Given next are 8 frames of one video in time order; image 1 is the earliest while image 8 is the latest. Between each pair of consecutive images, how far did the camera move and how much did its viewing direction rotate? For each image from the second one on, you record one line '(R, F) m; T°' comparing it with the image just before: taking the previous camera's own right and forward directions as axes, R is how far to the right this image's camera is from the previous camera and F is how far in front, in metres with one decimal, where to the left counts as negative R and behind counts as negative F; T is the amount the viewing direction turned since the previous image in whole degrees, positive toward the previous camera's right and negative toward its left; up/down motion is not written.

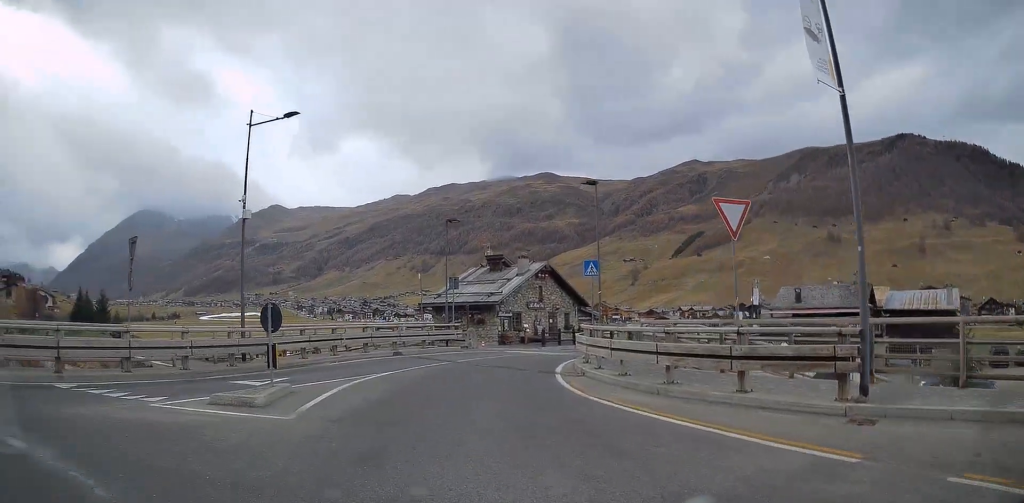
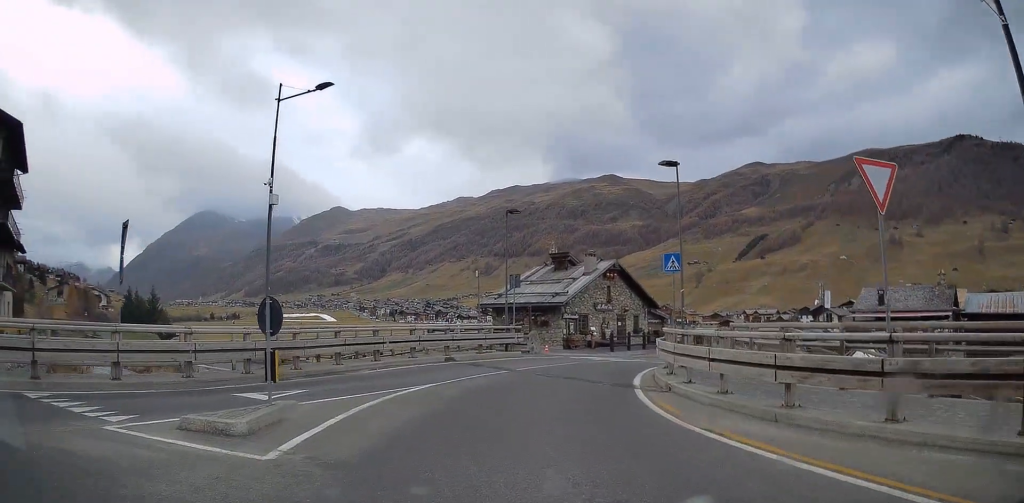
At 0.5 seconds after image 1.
(-0.1, +3.2) m; -4°
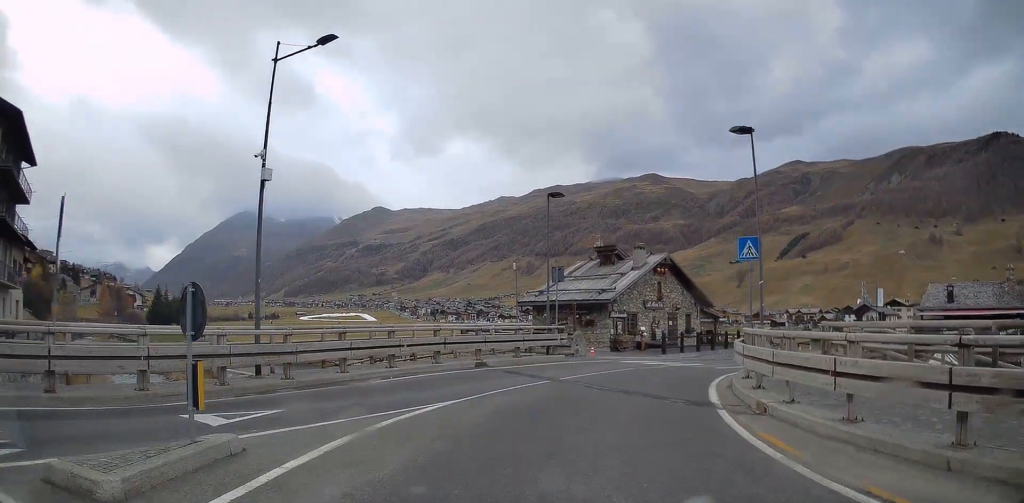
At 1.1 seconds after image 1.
(+0.1, +3.7) m; -3°
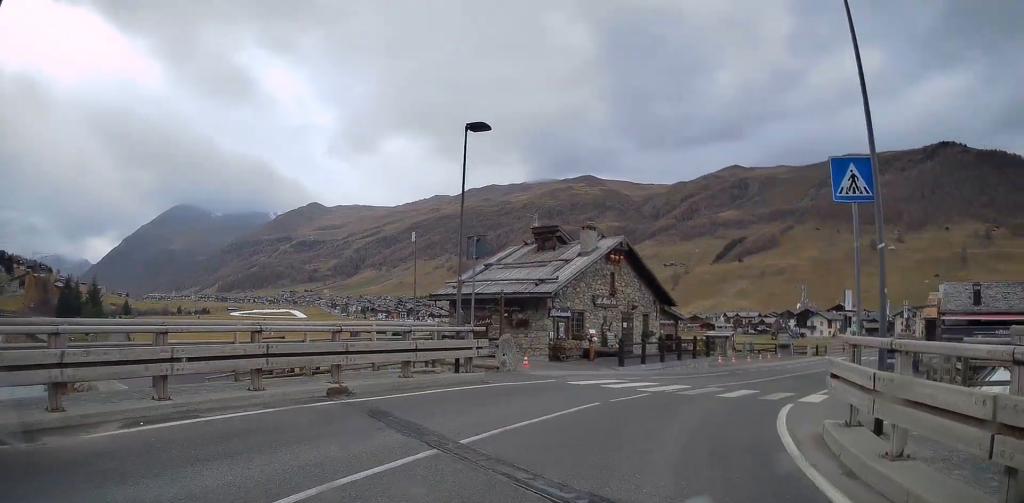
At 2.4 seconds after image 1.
(-0.3, +8.6) m; +3°
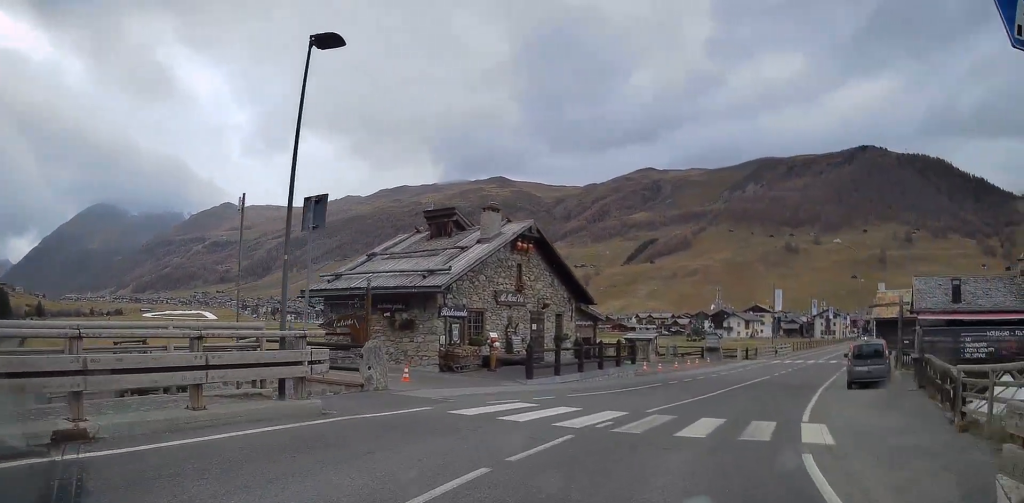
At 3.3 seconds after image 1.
(+0.3, +5.2) m; +8°
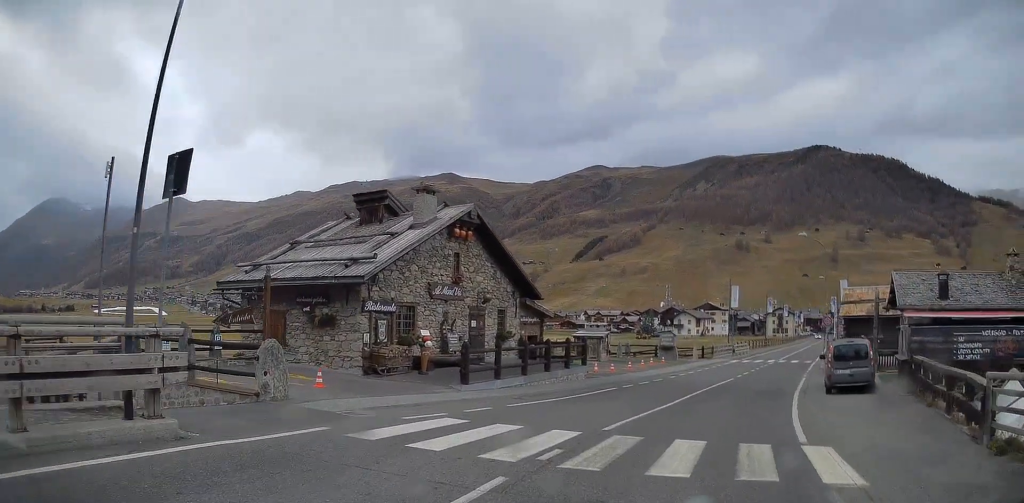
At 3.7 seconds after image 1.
(+0.1, +2.8) m; +5°
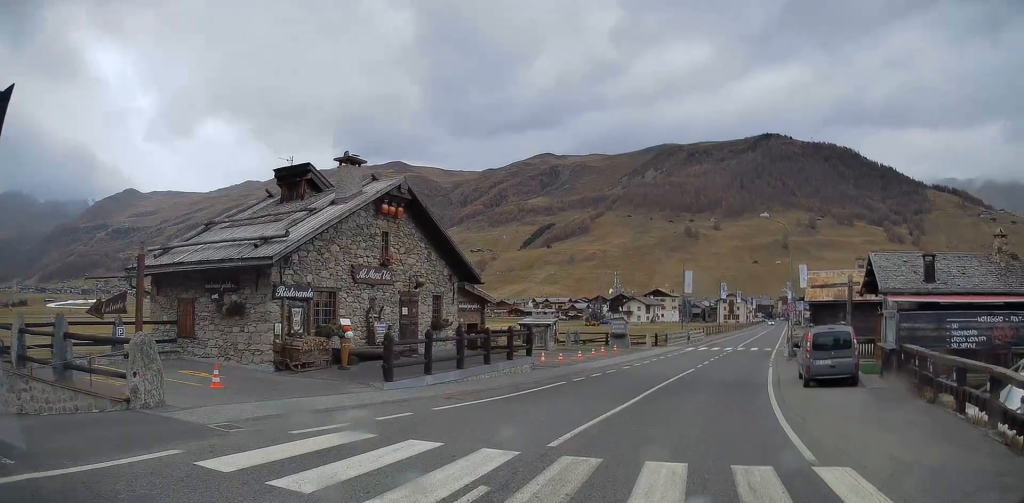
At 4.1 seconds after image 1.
(-0.1, +2.5) m; +5°
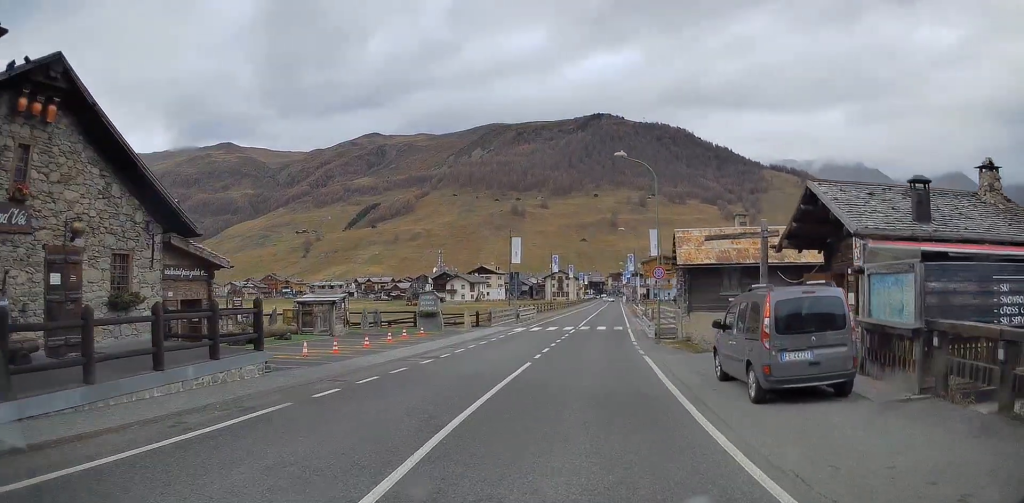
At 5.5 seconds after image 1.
(+1.9, +9.1) m; +18°
